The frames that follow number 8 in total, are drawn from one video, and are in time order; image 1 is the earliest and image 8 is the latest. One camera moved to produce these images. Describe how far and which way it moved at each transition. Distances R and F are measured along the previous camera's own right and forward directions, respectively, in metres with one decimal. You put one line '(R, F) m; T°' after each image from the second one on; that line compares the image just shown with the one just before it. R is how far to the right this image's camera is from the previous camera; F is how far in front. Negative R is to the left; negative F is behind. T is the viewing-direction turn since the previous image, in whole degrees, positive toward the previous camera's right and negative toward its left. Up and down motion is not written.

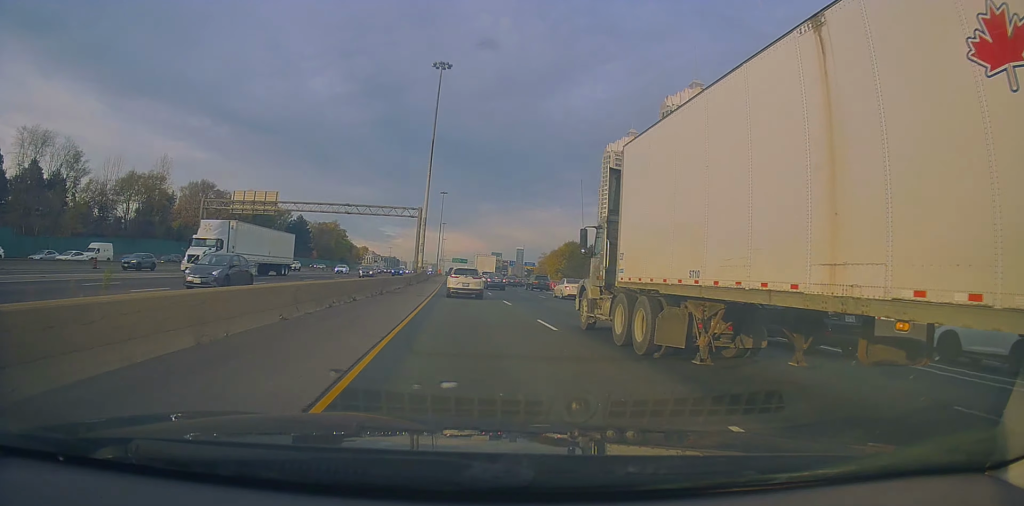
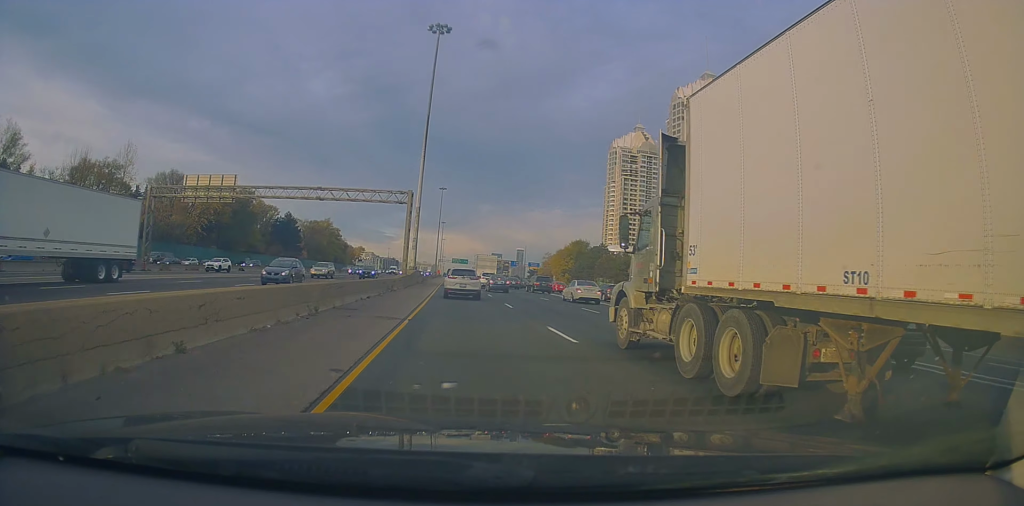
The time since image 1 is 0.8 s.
(0.0, +14.0) m; 0°
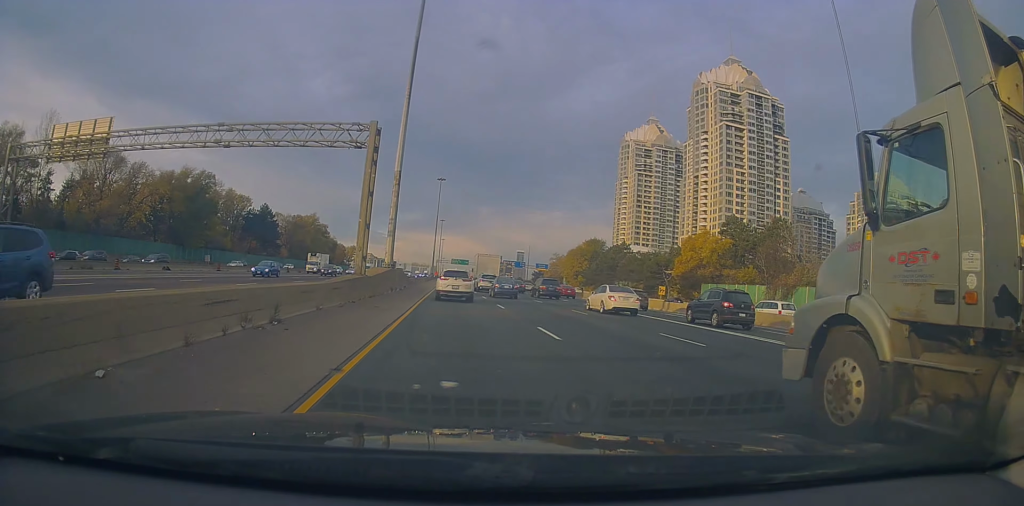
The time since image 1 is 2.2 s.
(-0.1, +22.9) m; 0°
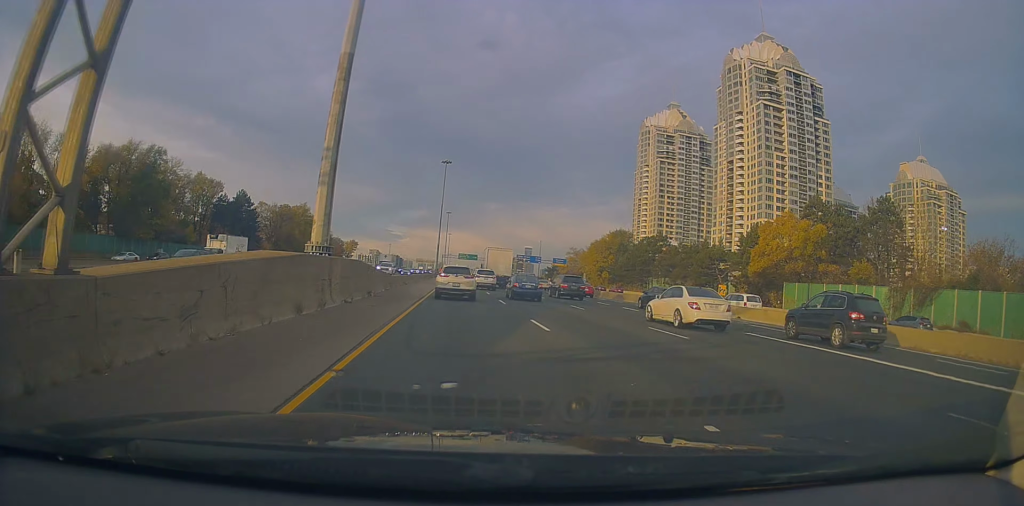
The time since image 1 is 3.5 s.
(+0.1, +22.3) m; 0°
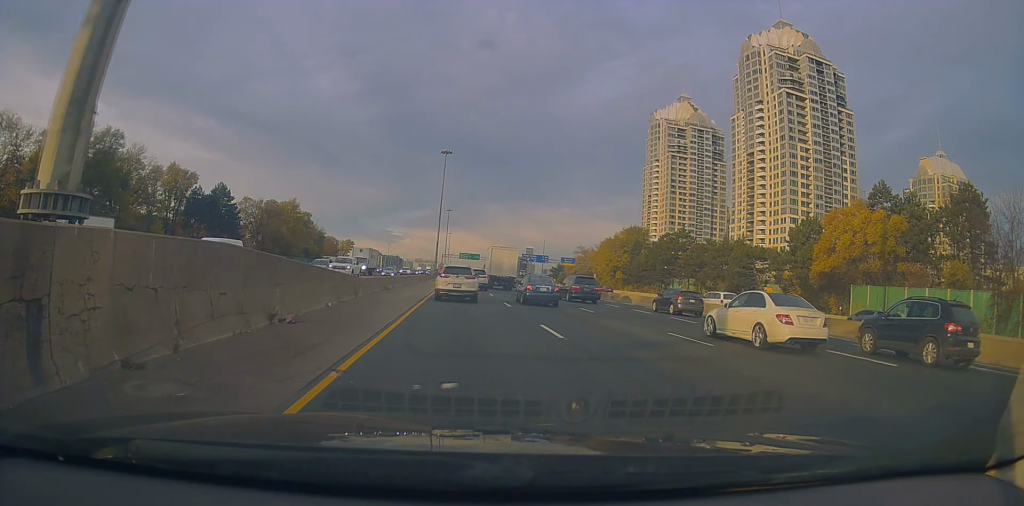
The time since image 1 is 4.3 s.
(+0.1, +14.1) m; -2°
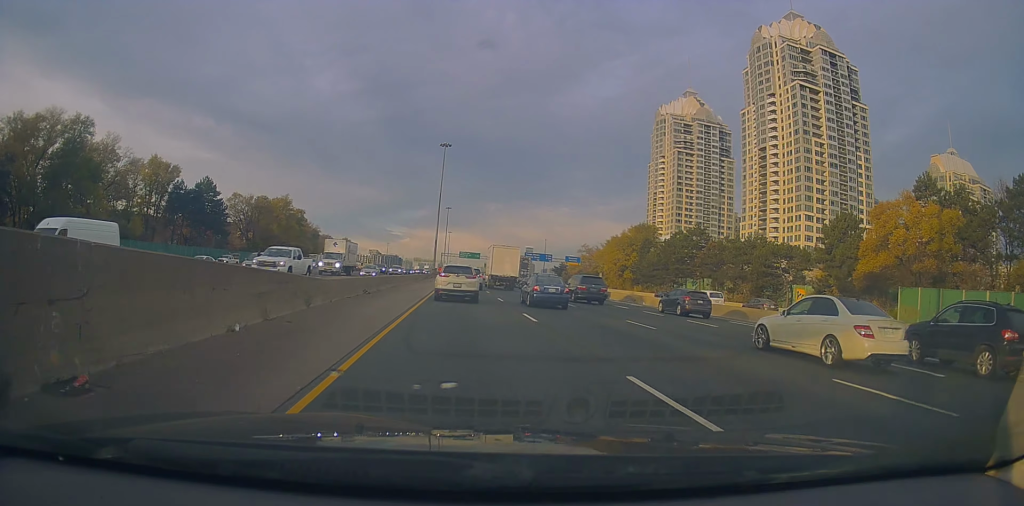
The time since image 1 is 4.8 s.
(-0.3, +8.2) m; 0°
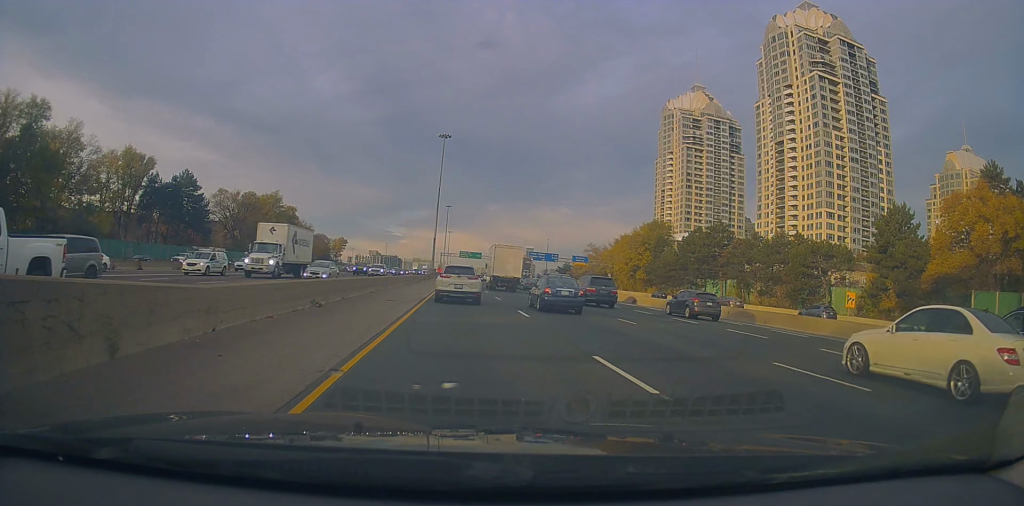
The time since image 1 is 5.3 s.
(-0.3, +9.9) m; 0°
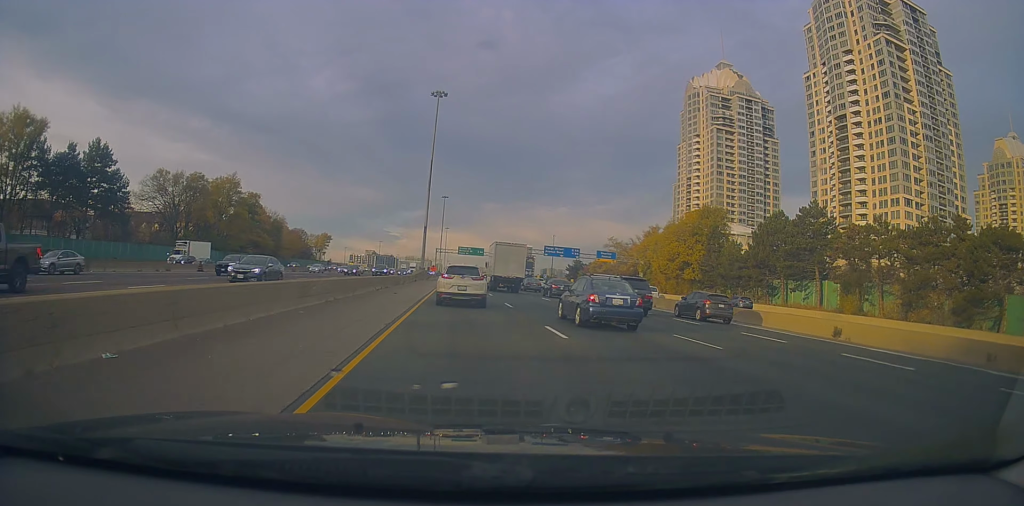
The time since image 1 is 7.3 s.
(+0.6, +31.9) m; 0°
